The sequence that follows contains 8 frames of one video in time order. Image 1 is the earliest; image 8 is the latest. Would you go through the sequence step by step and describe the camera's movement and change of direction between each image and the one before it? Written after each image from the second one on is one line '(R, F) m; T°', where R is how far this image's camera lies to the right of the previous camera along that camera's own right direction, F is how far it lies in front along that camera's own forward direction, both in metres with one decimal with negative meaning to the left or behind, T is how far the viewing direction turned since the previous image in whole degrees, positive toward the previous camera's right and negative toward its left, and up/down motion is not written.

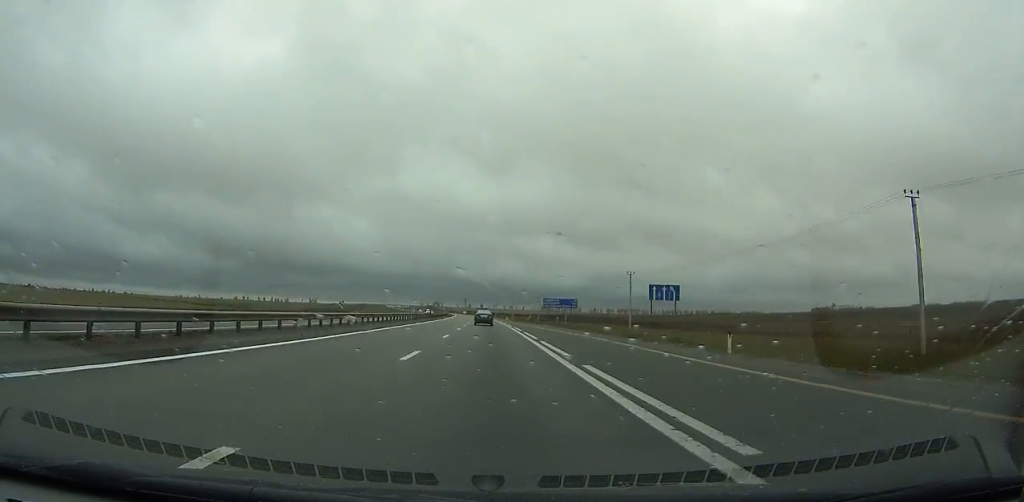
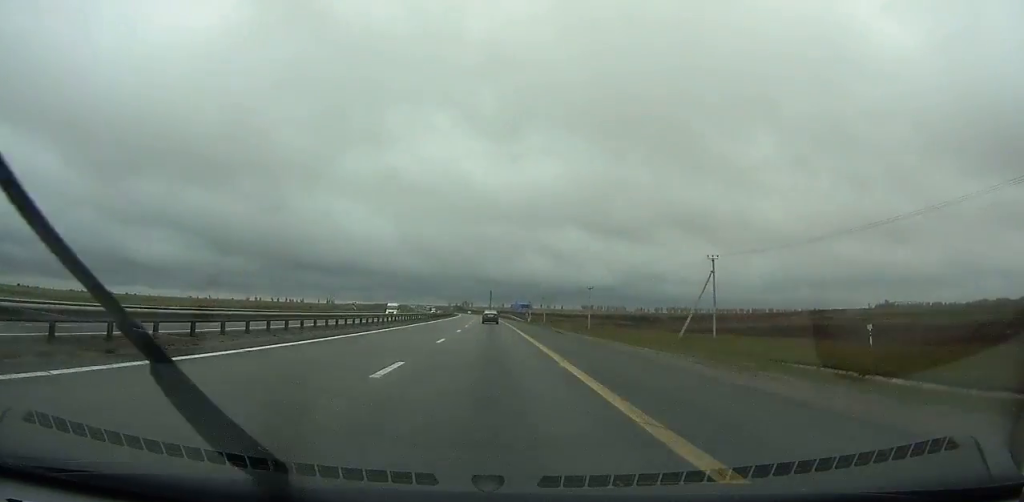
(-4.1, +147.5) m; -3°
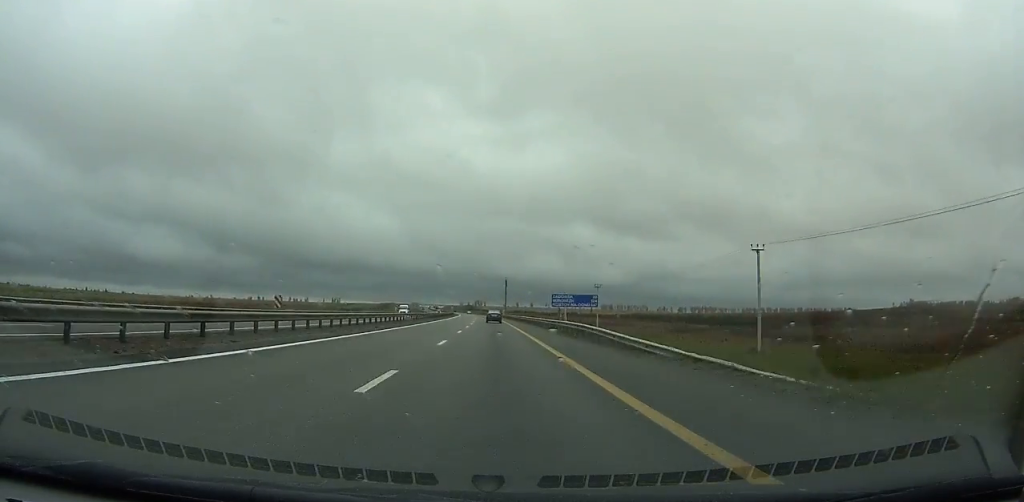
(-0.9, +74.6) m; -1°
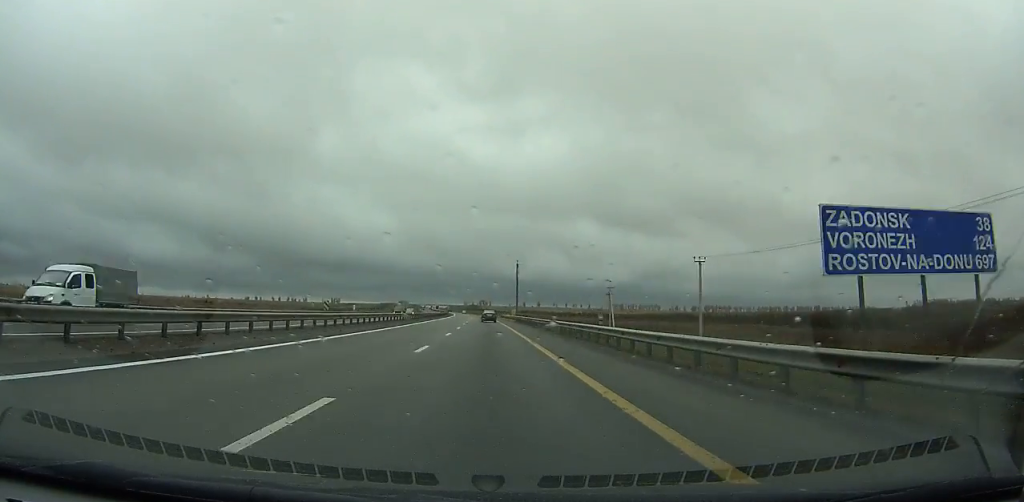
(-0.3, +51.1) m; -1°
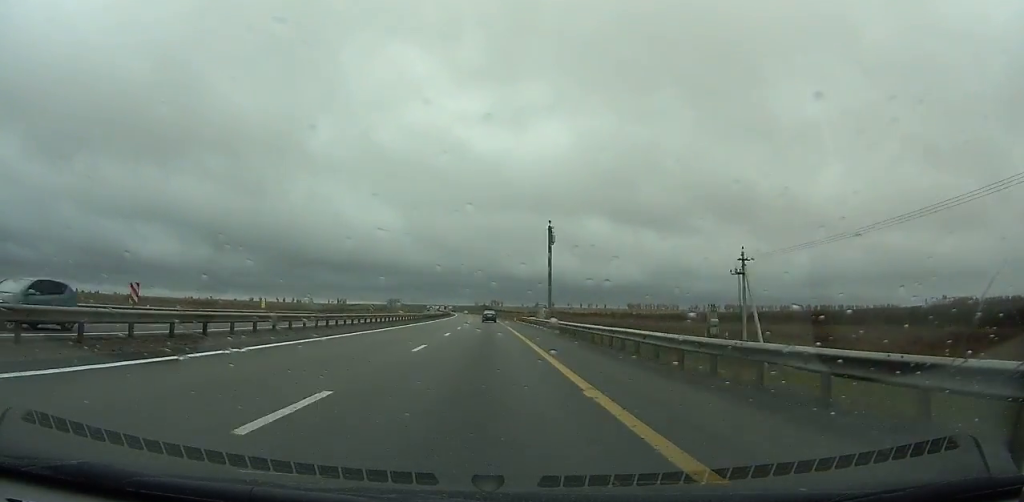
(-0.5, +48.5) m; -1°
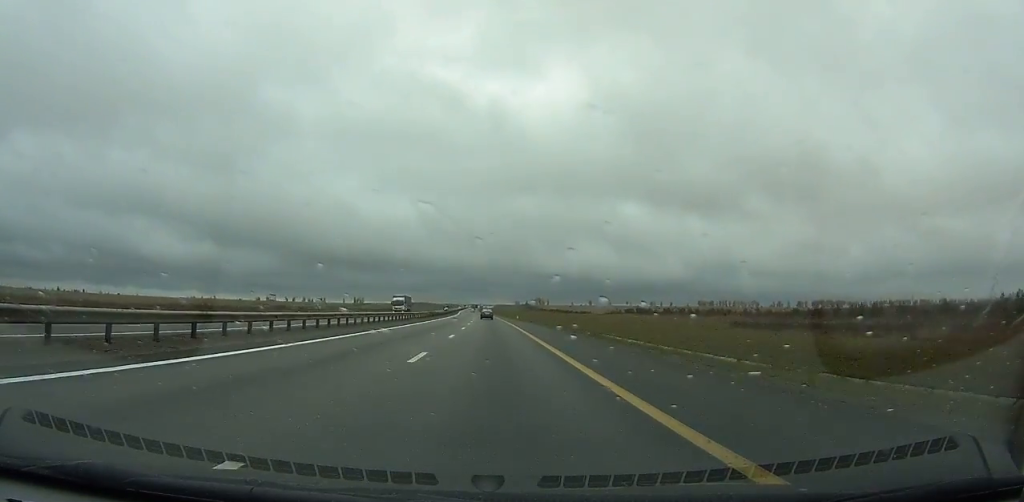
(-6.8, +192.8) m; -4°
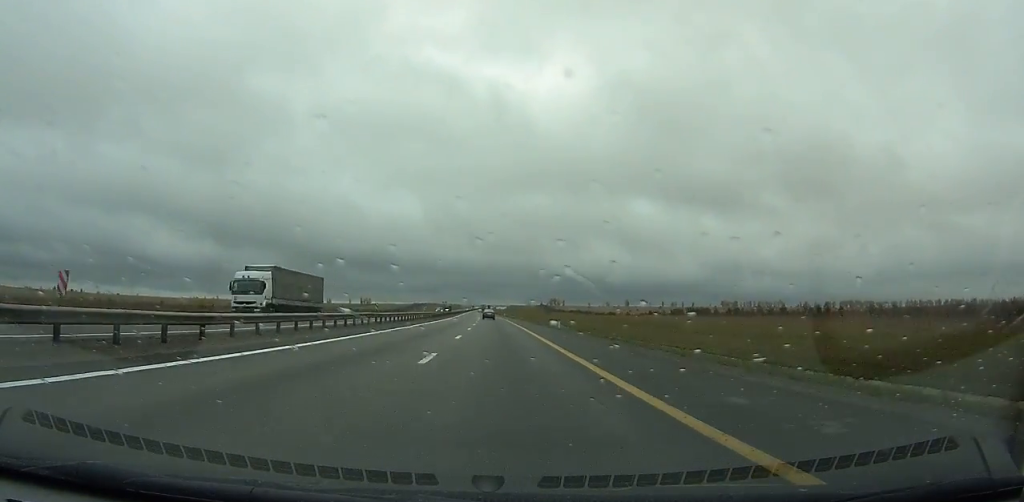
(-0.1, +49.2) m; -1°
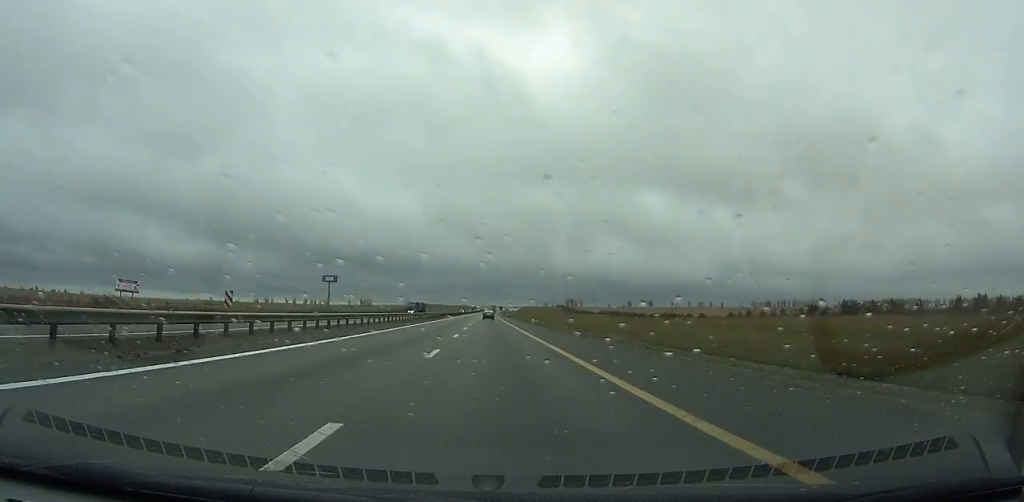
(-1.5, +82.5) m; -1°
